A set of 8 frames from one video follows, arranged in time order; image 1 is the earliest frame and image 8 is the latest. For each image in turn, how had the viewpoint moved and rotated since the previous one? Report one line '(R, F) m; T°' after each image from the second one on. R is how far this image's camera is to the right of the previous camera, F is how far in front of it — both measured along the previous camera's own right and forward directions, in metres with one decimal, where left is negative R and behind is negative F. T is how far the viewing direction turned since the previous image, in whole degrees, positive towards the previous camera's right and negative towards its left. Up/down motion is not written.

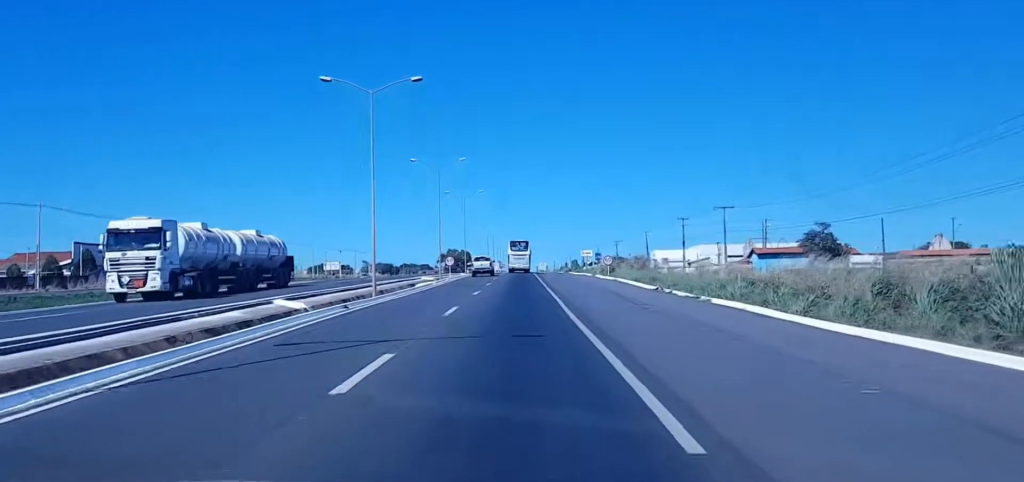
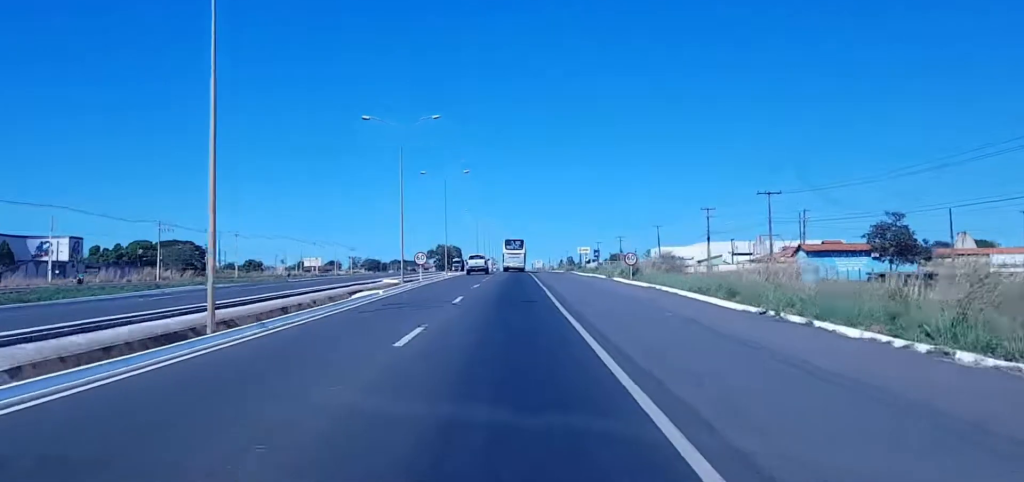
(-0.7, +25.3) m; -3°
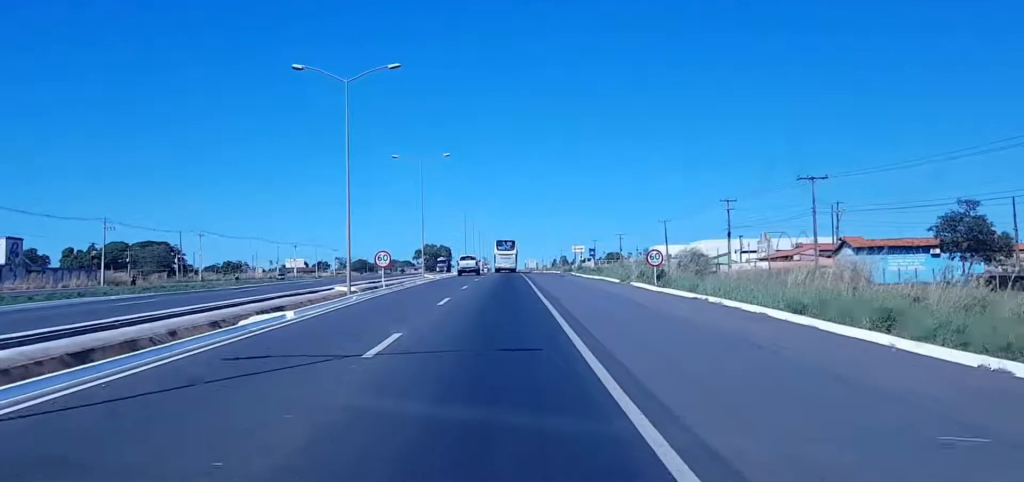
(-0.4, +17.6) m; 0°
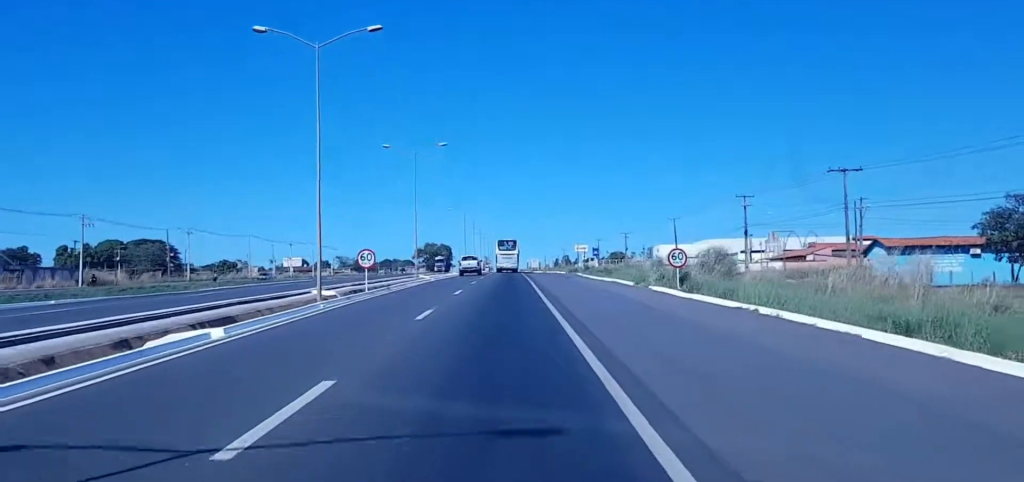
(+0.1, +7.5) m; +1°
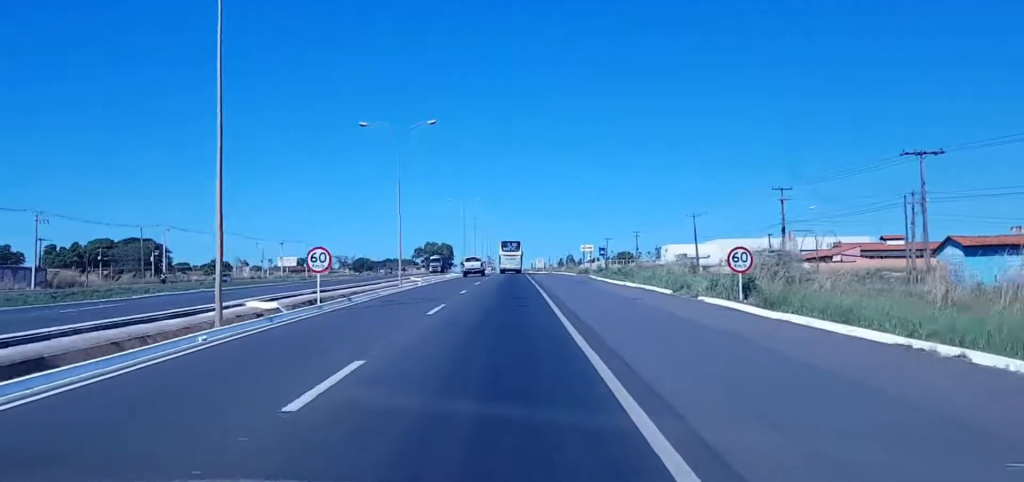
(+0.2, +13.7) m; +1°
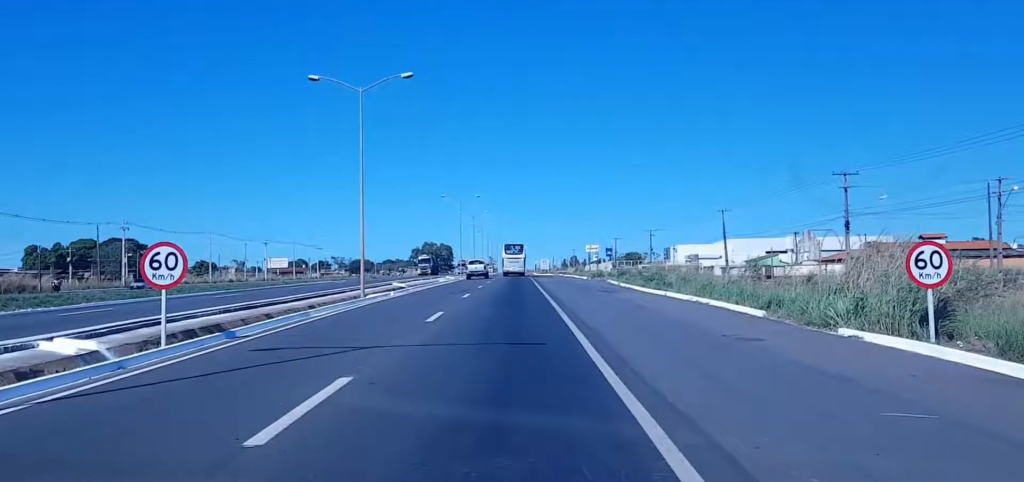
(0.0, +17.3) m; -1°
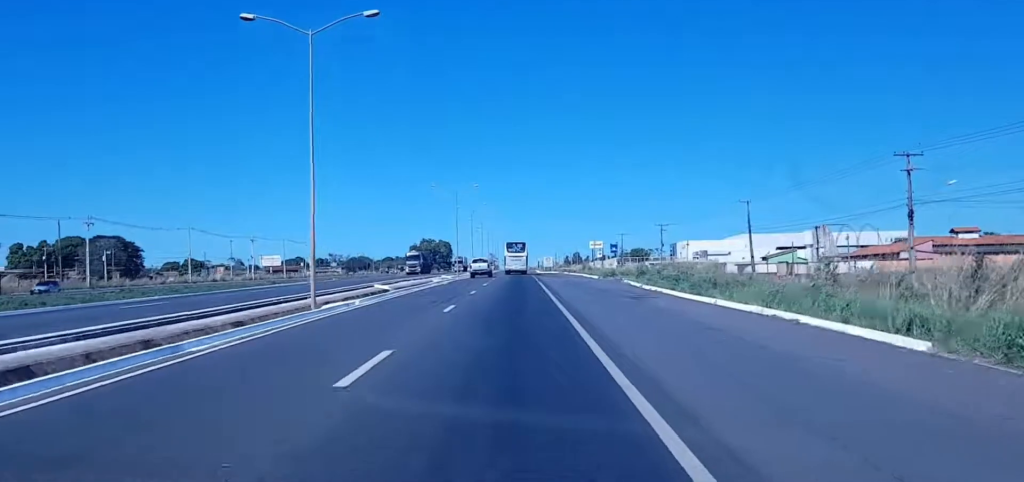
(-0.3, +12.2) m; 0°
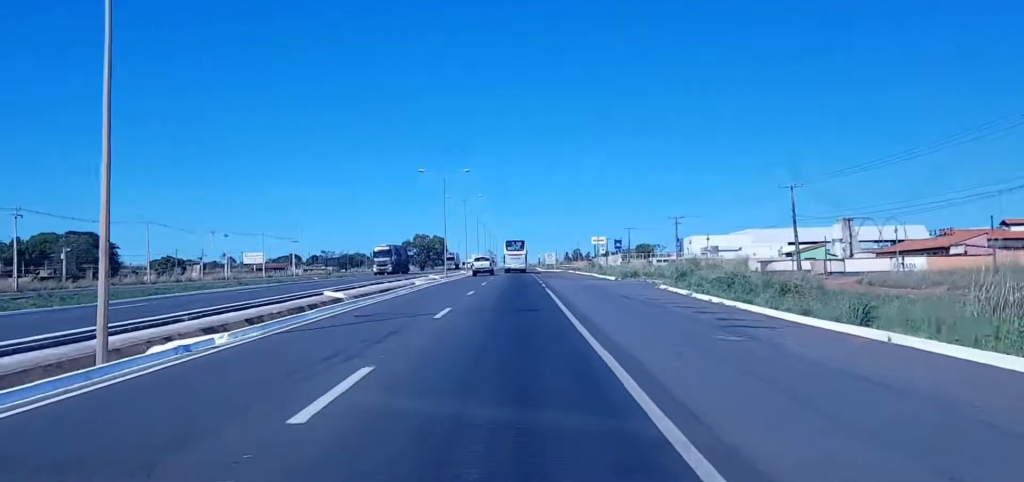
(+0.4, +18.2) m; +1°
